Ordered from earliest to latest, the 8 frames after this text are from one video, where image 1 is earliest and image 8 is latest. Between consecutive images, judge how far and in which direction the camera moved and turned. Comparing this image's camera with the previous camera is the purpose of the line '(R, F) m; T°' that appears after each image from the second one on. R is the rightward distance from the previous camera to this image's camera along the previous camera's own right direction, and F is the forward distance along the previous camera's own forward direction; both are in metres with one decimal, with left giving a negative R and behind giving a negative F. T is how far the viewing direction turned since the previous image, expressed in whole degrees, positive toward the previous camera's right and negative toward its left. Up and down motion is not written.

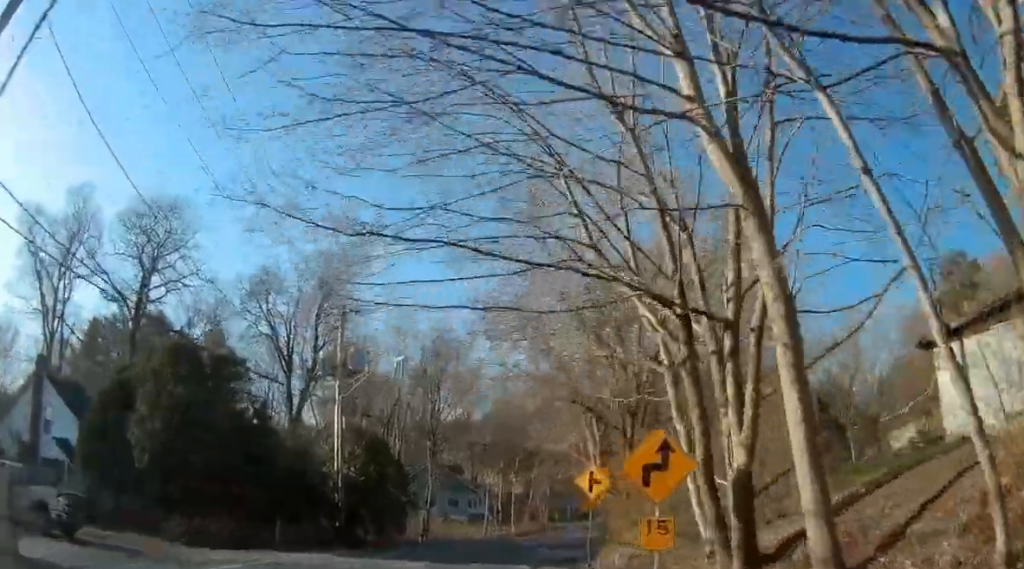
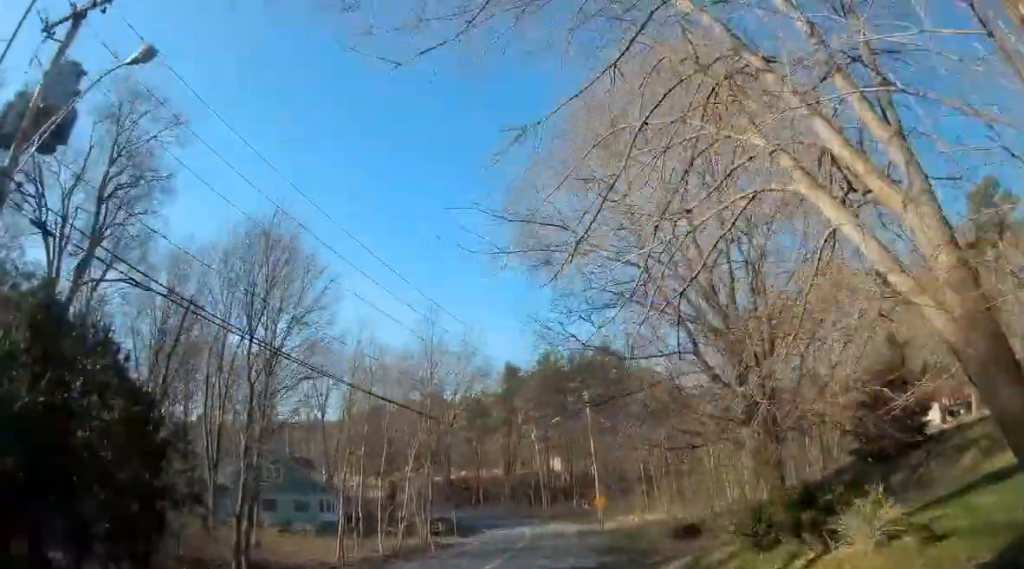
(+0.1, +19.1) m; +8°
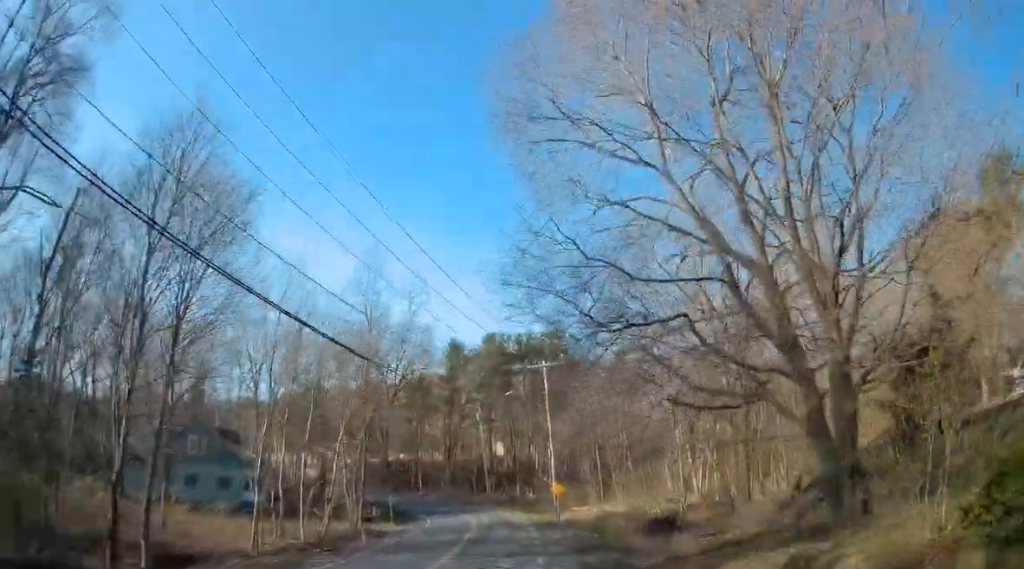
(+0.3, +6.1) m; +6°
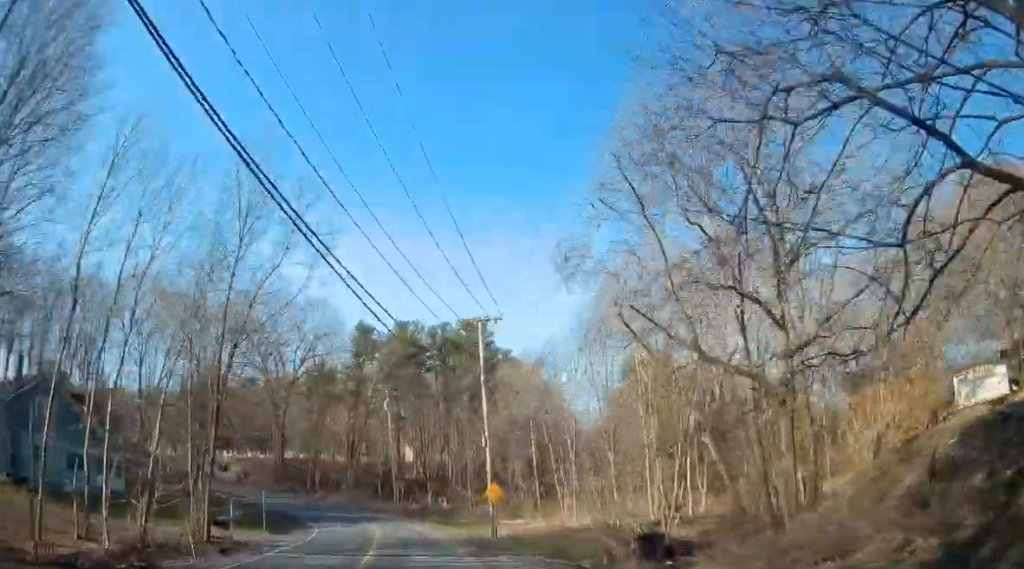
(+1.5, +12.1) m; +8°
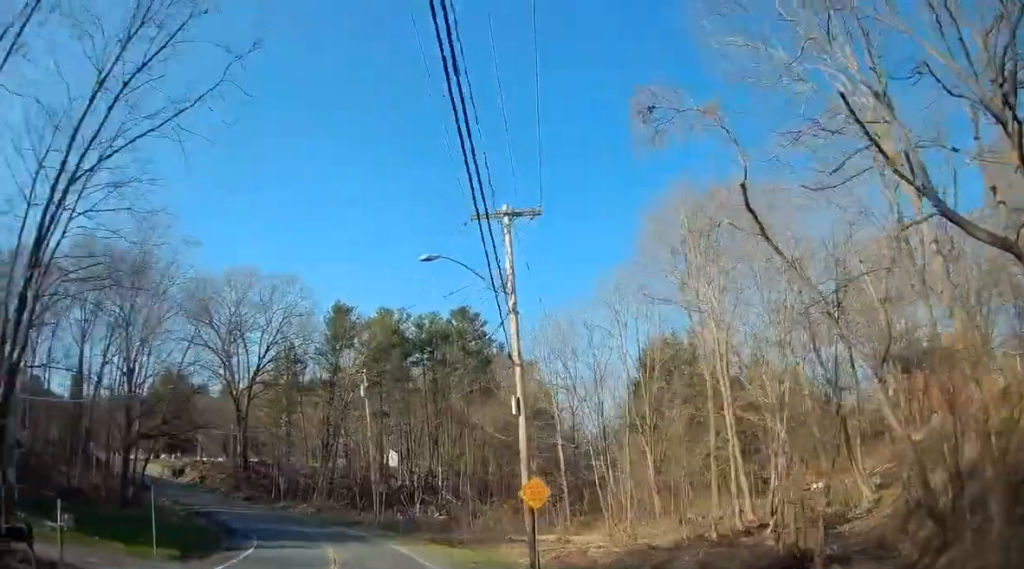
(+0.2, +12.3) m; +2°
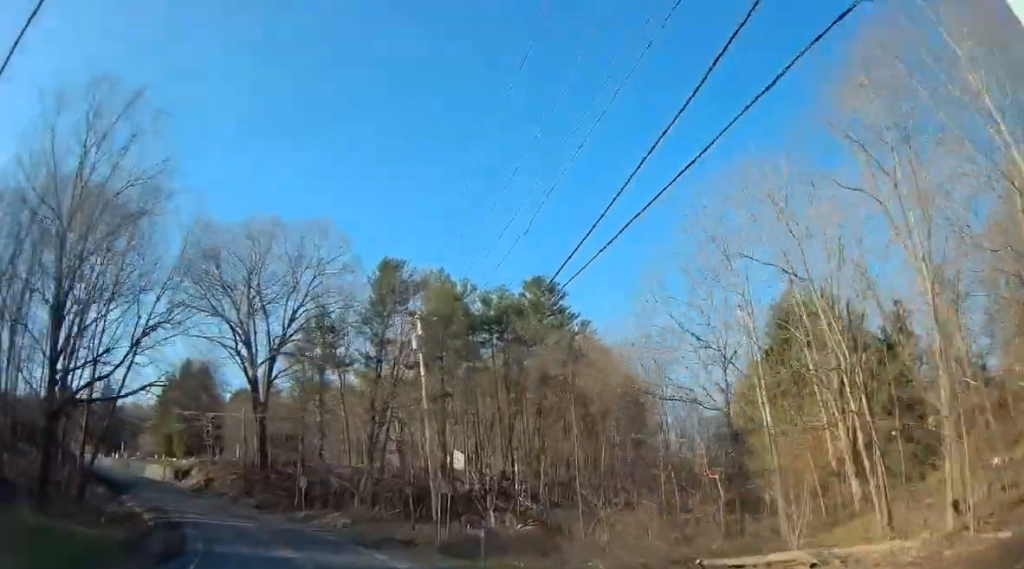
(0.0, +16.5) m; -8°
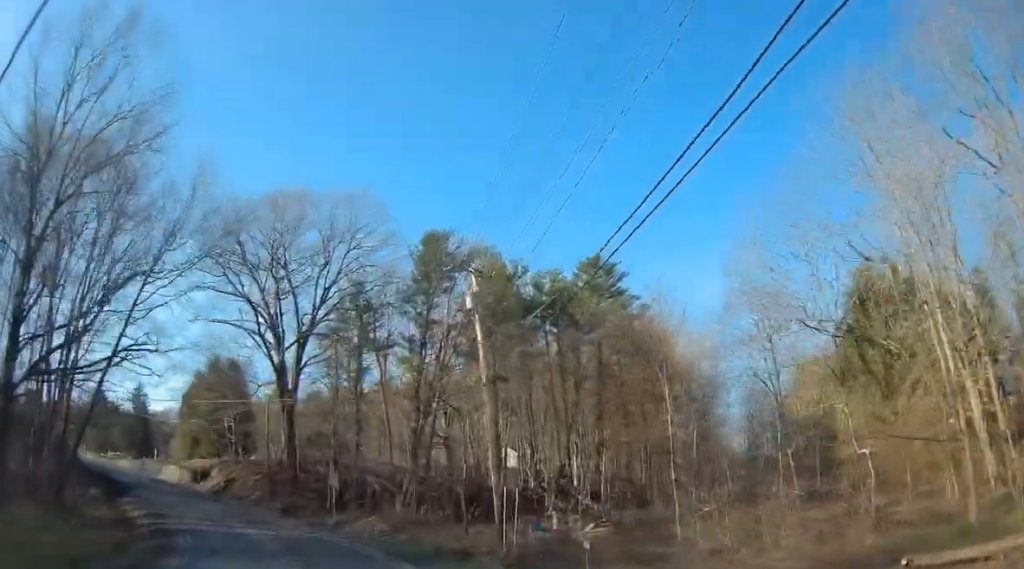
(+0.1, +6.5) m; -6°
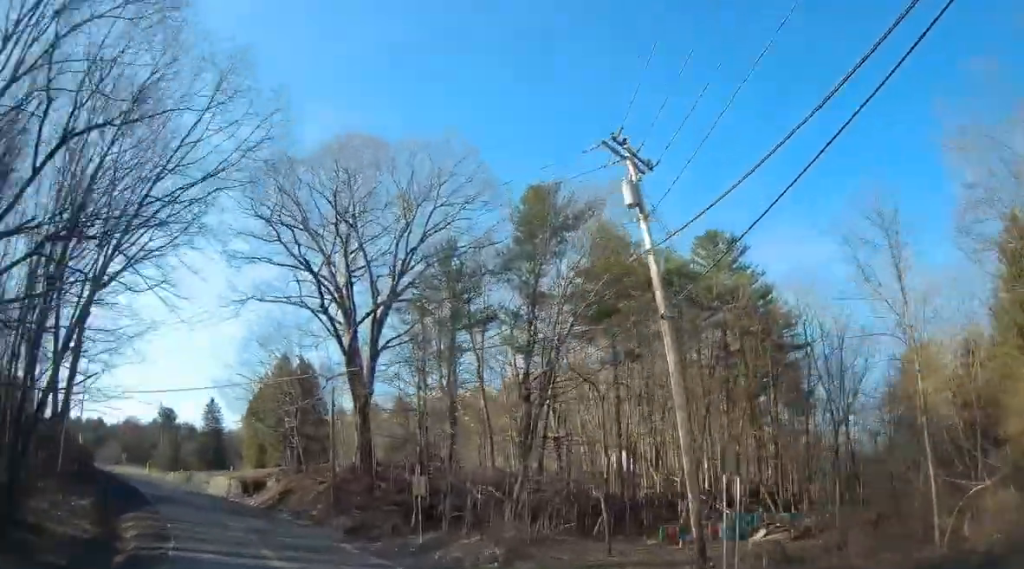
(-1.5, +10.0) m; -5°
